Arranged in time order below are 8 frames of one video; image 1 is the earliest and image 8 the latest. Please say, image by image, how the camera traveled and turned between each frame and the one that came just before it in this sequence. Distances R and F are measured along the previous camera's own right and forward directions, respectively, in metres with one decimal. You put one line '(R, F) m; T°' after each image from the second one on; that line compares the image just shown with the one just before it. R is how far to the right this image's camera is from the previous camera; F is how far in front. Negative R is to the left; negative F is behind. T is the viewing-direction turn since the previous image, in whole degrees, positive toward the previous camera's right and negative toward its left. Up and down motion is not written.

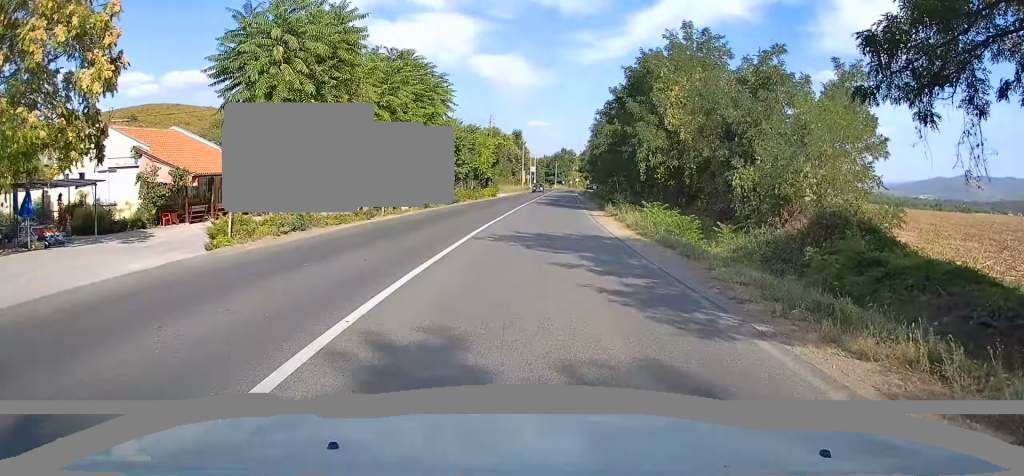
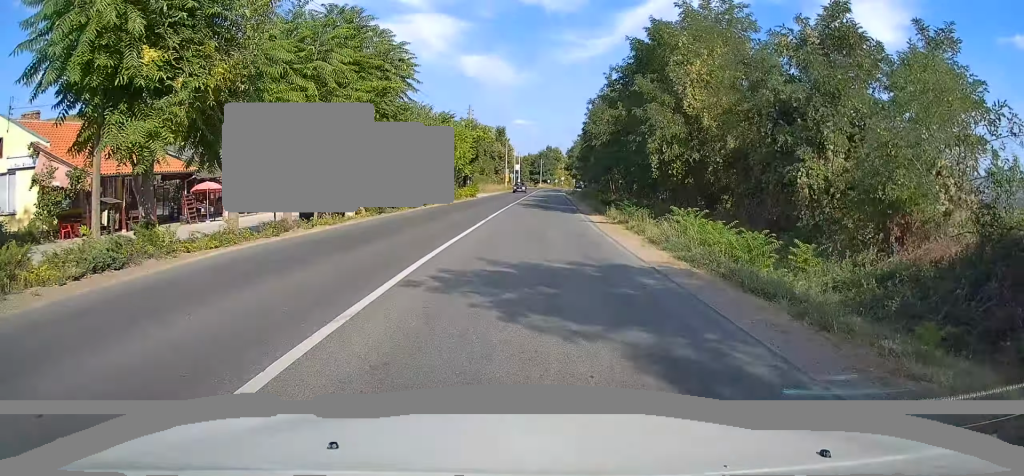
(+0.1, +6.9) m; +1°
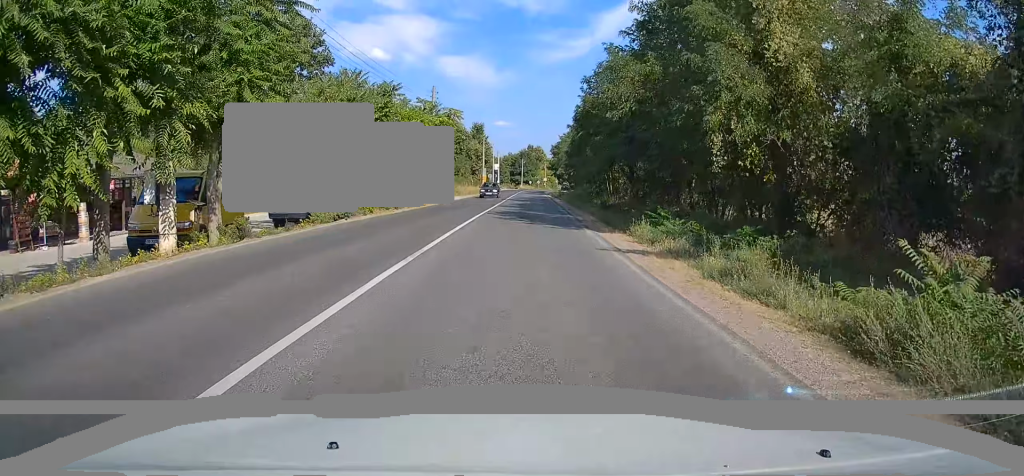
(+0.1, +11.2) m; +2°
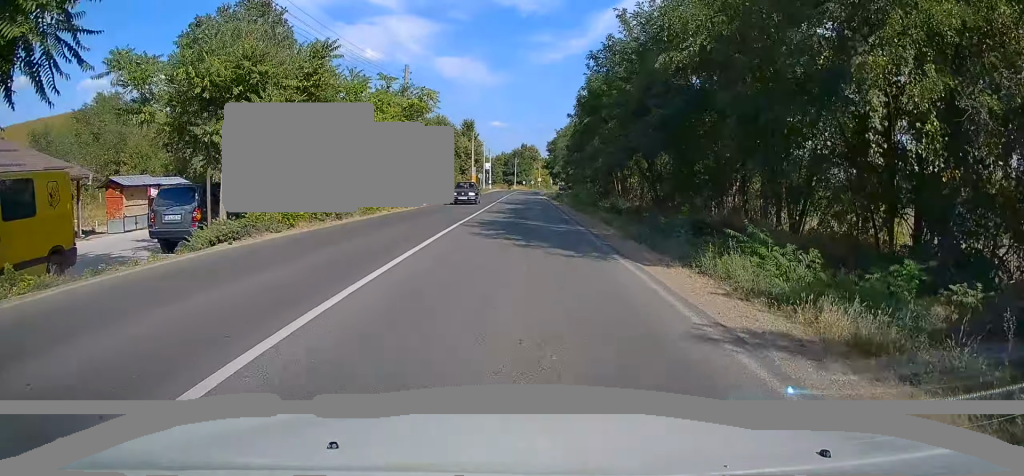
(-0.2, +8.0) m; +2°
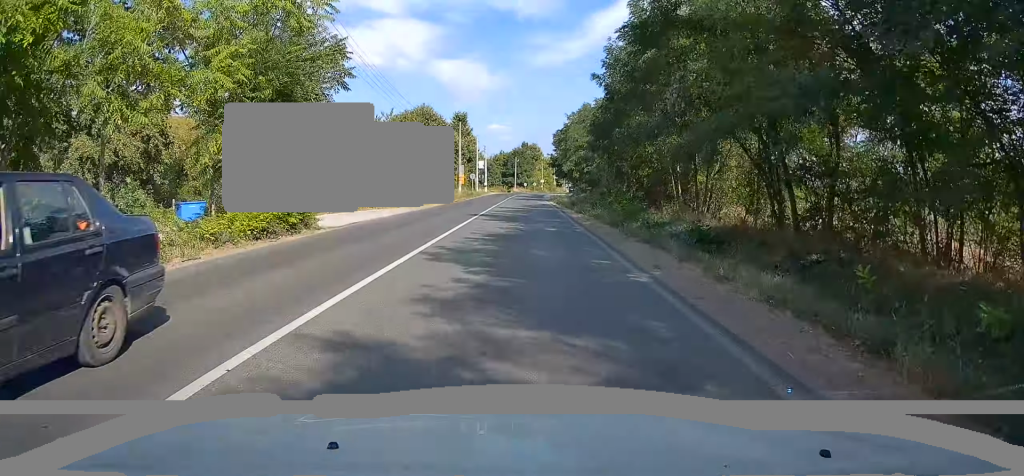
(+0.9, +17.0) m; +1°
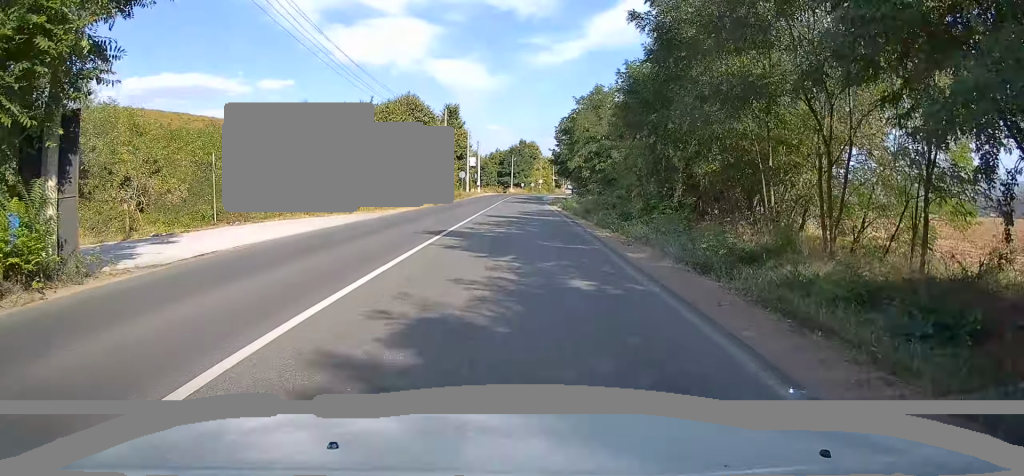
(-0.3, +10.6) m; -1°
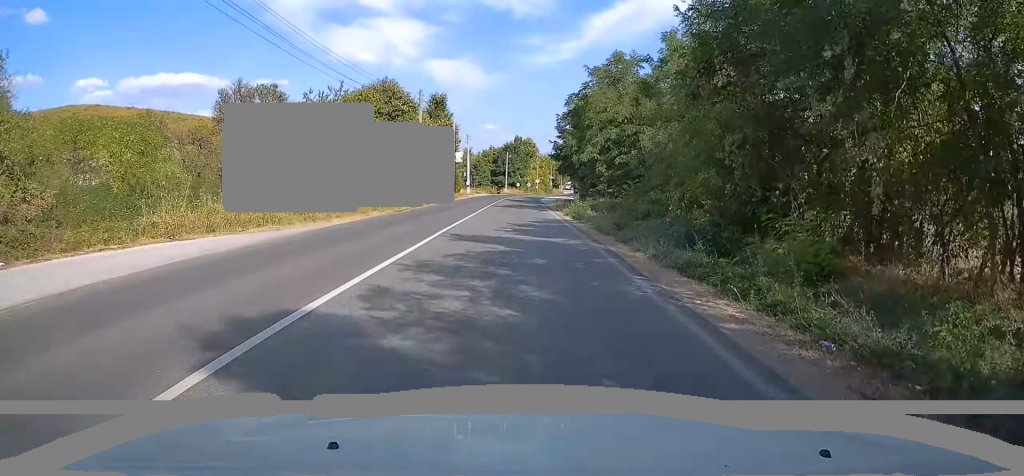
(-0.1, +11.2) m; 0°
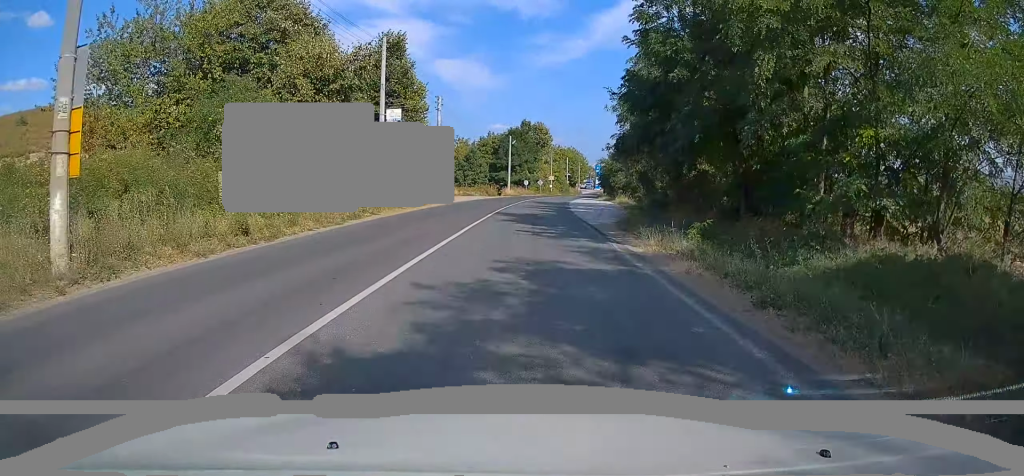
(0.0, +36.2) m; 0°
